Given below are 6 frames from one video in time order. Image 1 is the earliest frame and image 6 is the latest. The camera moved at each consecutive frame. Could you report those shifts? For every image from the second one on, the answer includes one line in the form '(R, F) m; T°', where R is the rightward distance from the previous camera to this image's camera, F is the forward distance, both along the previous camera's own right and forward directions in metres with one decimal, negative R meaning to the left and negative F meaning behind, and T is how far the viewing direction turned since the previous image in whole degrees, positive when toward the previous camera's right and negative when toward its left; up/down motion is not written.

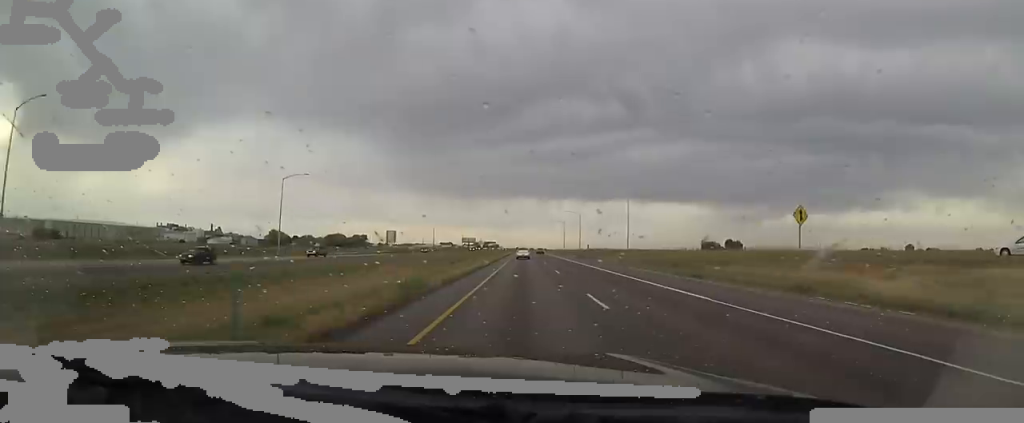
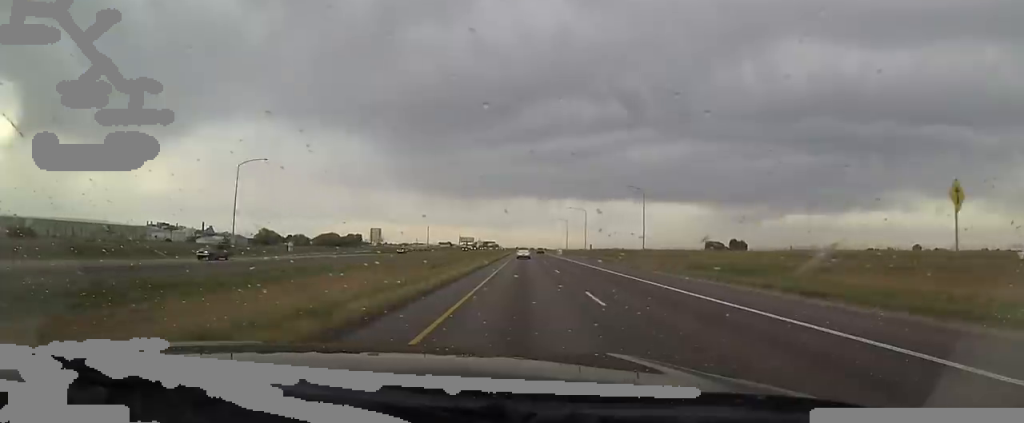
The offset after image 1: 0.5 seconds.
(+0.4, +14.9) m; +1°
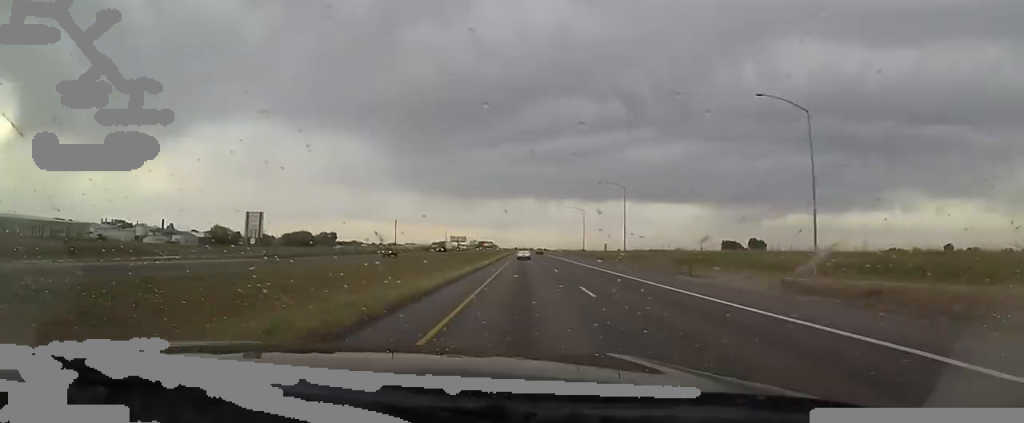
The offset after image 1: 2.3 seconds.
(+0.6, +59.1) m; +1°
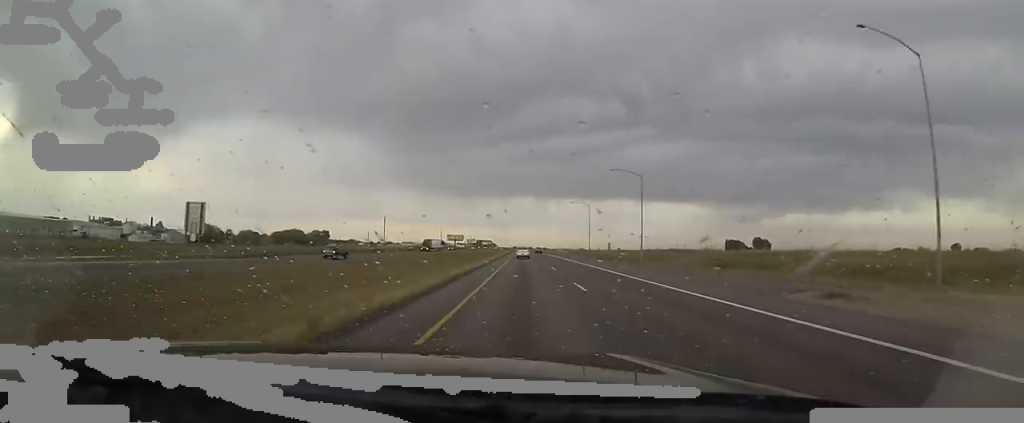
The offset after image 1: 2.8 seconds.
(+0.3, +13.7) m; 0°
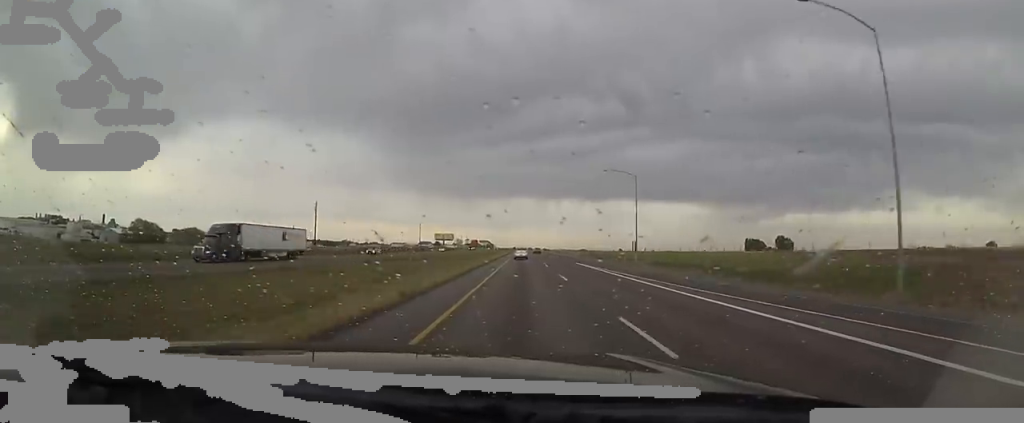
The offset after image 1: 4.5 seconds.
(-1.6, +54.9) m; -3°
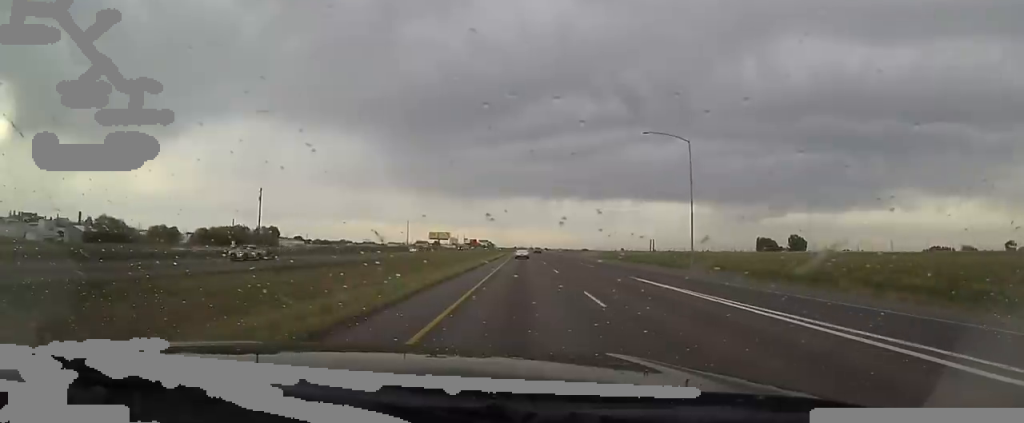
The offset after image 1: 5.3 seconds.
(-0.3, +24.6) m; +1°
